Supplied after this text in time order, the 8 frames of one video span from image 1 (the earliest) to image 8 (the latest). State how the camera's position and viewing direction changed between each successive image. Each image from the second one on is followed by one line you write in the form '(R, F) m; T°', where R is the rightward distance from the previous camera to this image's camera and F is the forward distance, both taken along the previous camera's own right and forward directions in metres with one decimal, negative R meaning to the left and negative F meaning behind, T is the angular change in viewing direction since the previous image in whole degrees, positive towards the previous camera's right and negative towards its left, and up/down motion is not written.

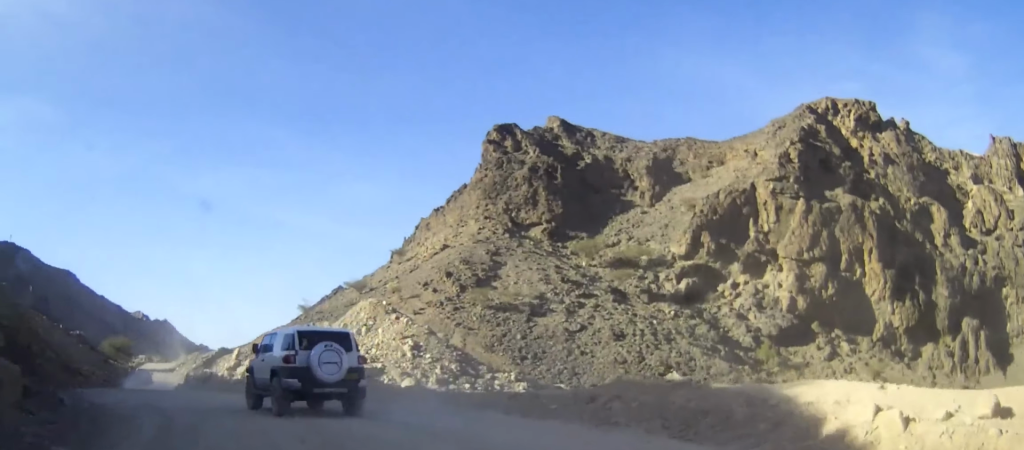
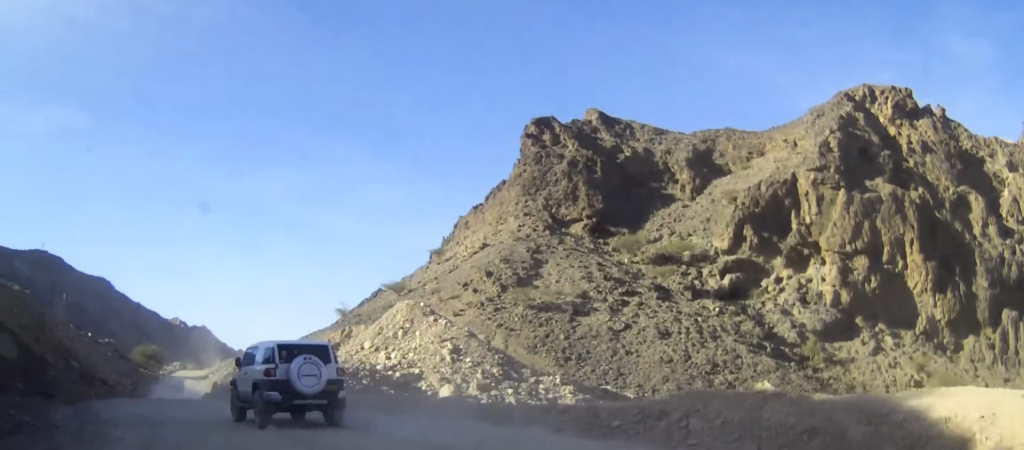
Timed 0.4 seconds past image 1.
(0.0, +2.8) m; -6°
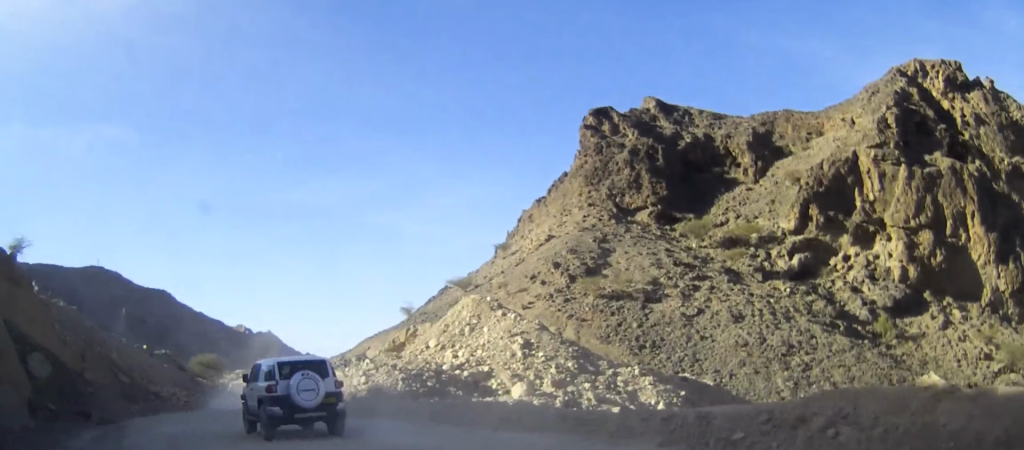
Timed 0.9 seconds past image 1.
(-0.2, +2.9) m; -6°
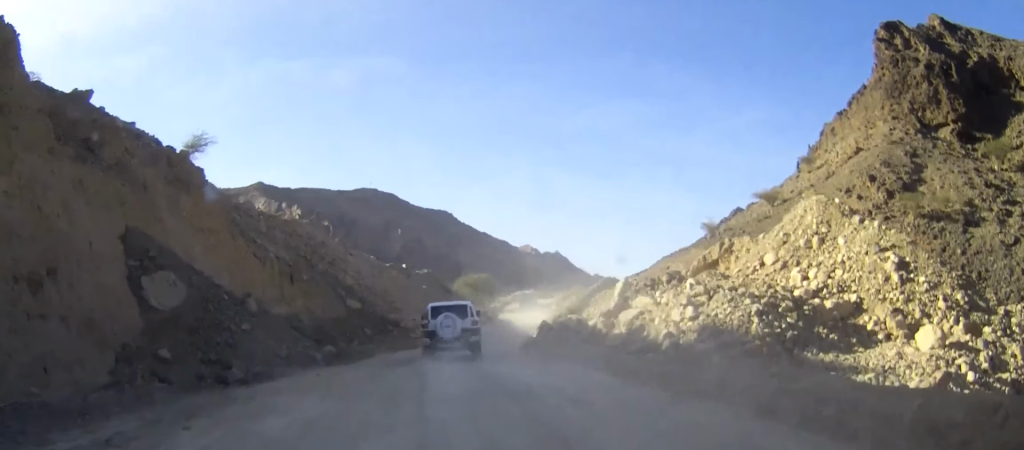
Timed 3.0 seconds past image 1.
(-3.0, +12.7) m; -20°
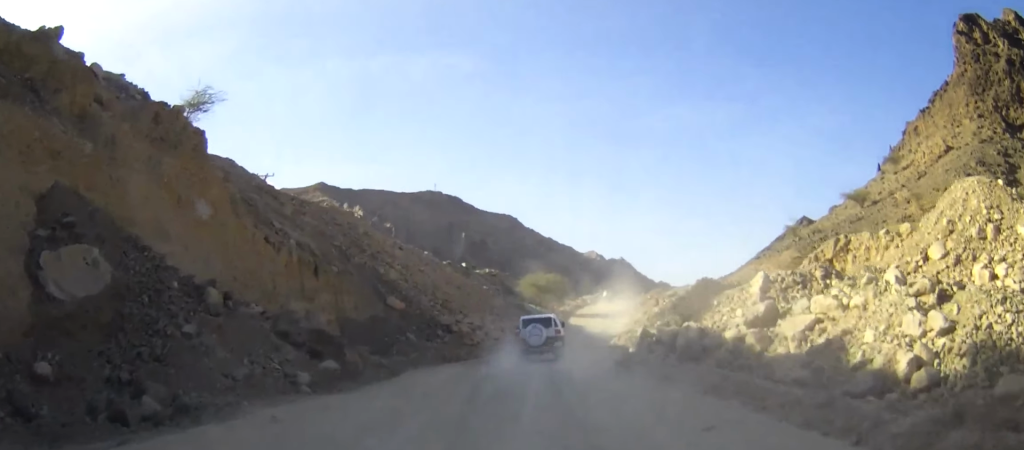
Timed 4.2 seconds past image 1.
(-0.3, +8.4) m; -2°
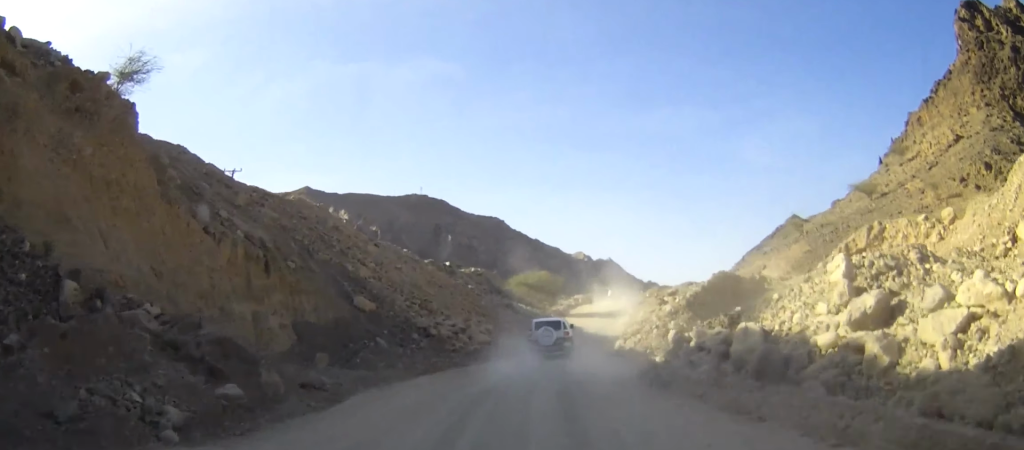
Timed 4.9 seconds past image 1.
(0.0, +5.5) m; +1°
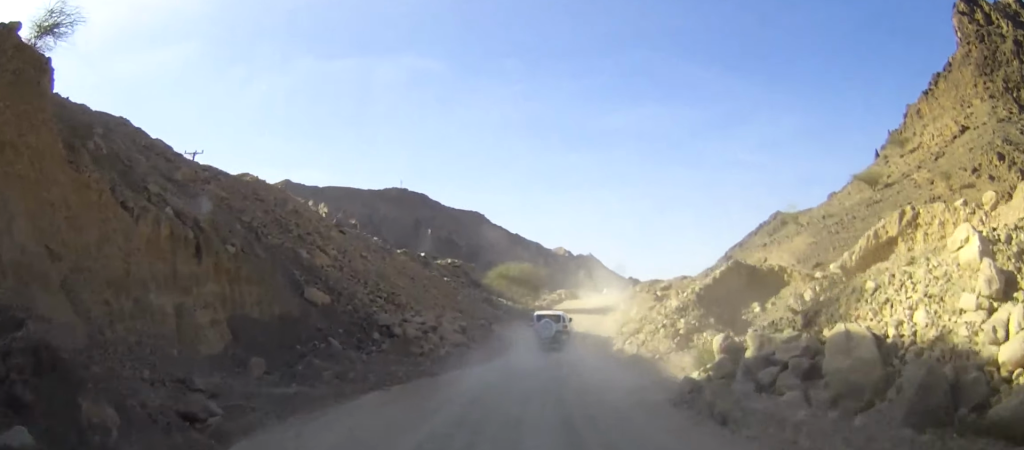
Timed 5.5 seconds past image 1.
(0.0, +5.4) m; +1°
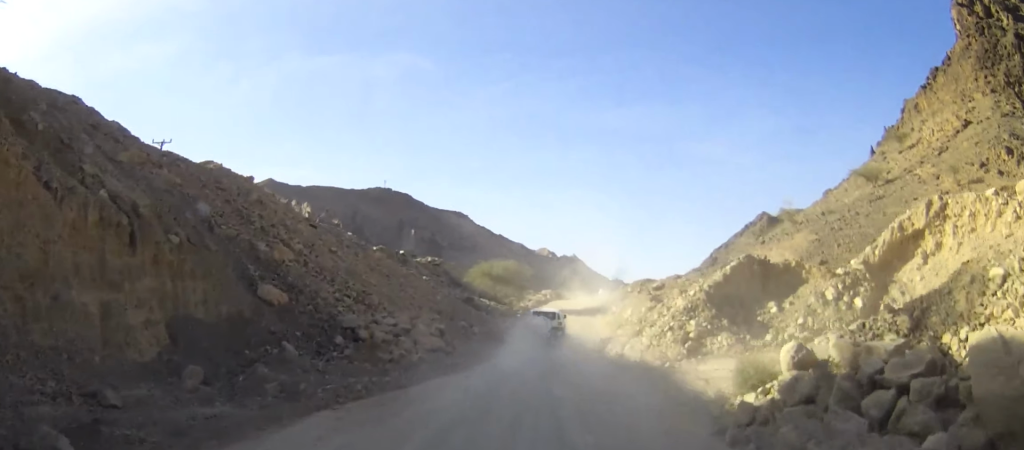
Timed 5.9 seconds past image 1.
(0.0, +3.8) m; +1°
